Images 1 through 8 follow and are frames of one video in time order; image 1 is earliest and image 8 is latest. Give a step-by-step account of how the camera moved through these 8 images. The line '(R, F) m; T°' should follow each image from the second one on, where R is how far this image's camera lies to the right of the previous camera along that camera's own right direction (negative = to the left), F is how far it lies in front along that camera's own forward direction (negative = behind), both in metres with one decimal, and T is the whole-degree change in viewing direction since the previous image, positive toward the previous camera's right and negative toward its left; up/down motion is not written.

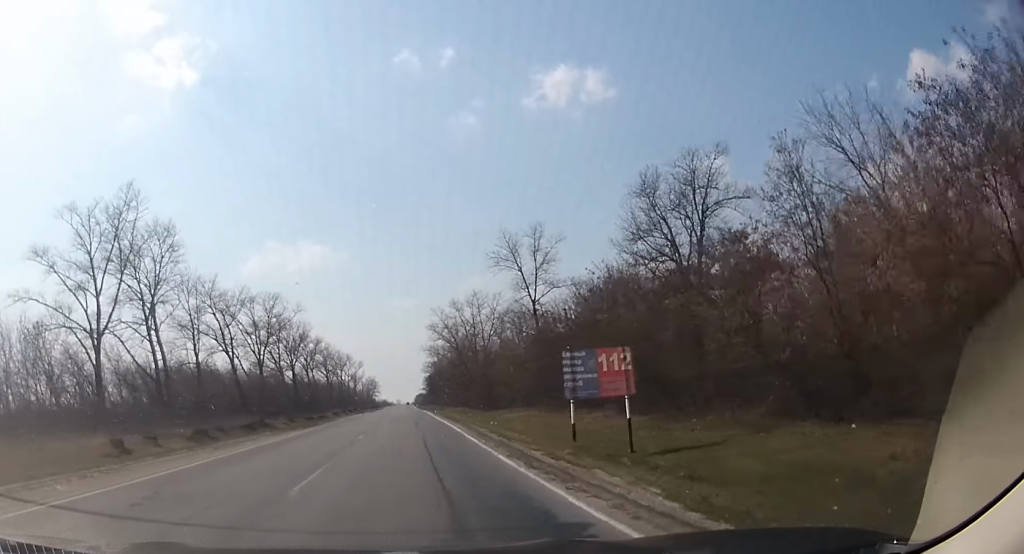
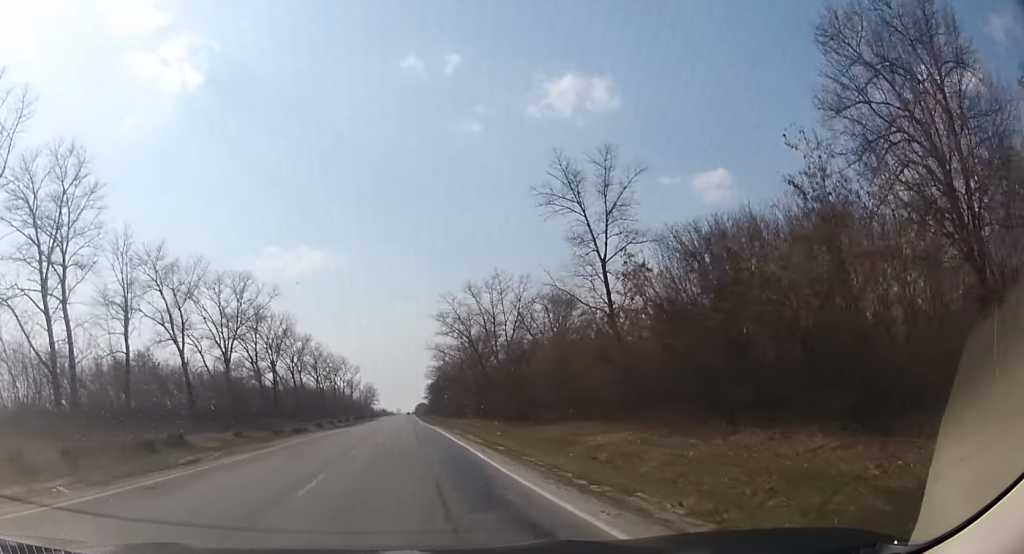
(0.0, +24.7) m; 0°
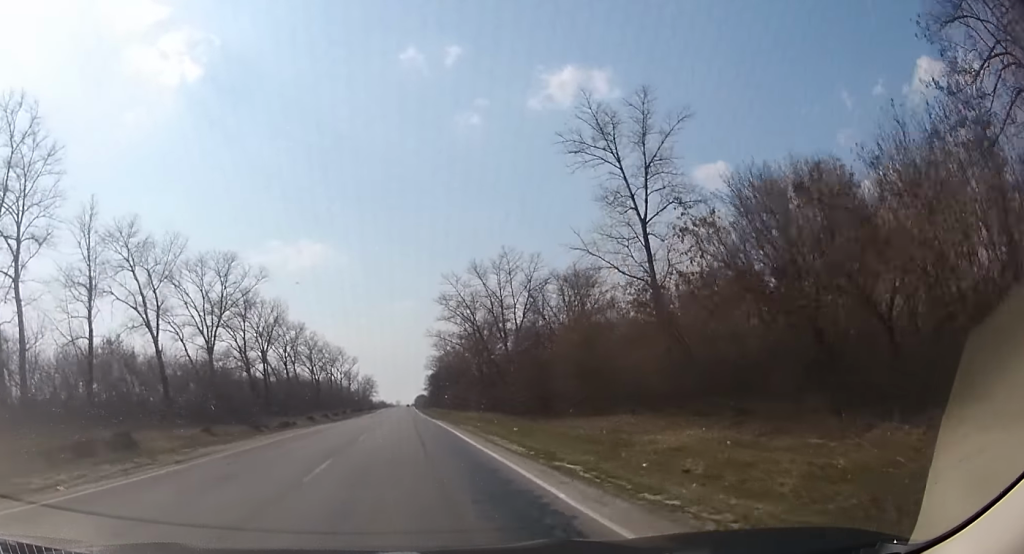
(0.0, +8.6) m; 0°
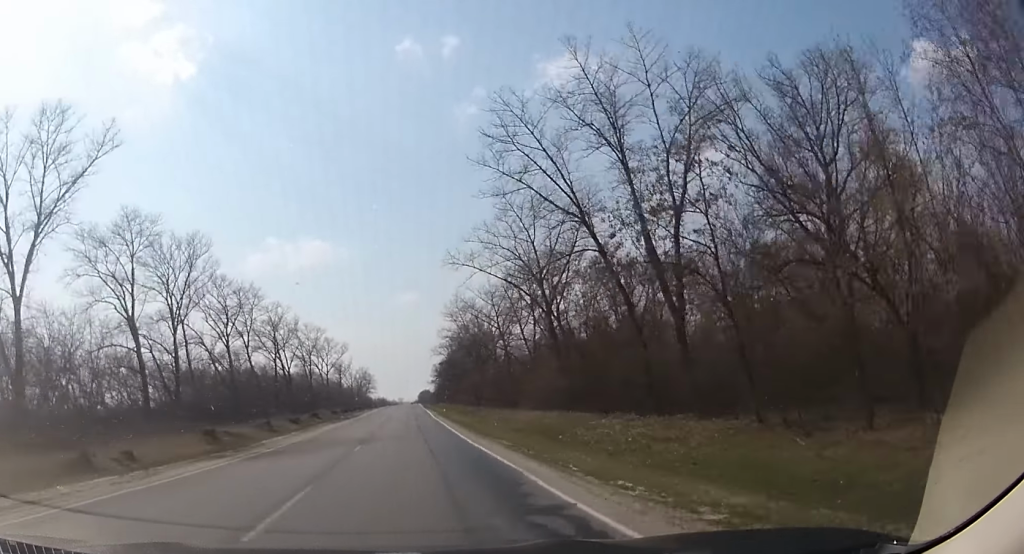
(-0.1, +51.1) m; 0°
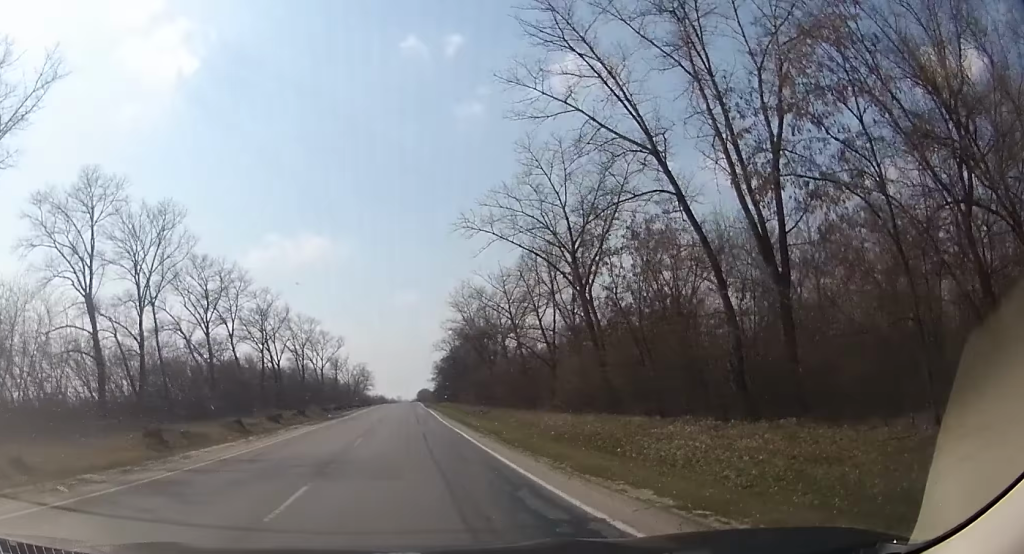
(0.0, +10.6) m; 0°
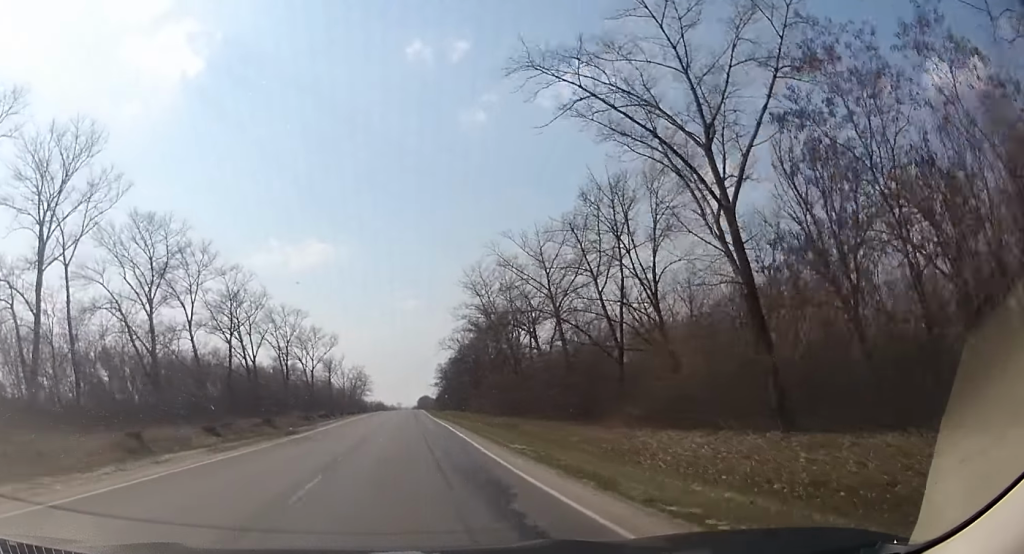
(+0.1, +21.7) m; 0°
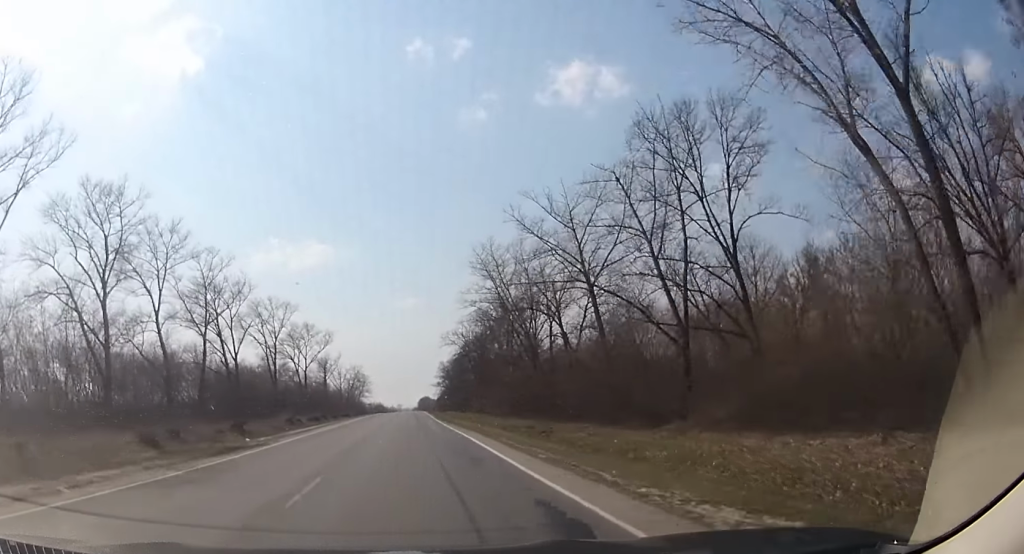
(0.0, +11.8) m; 0°
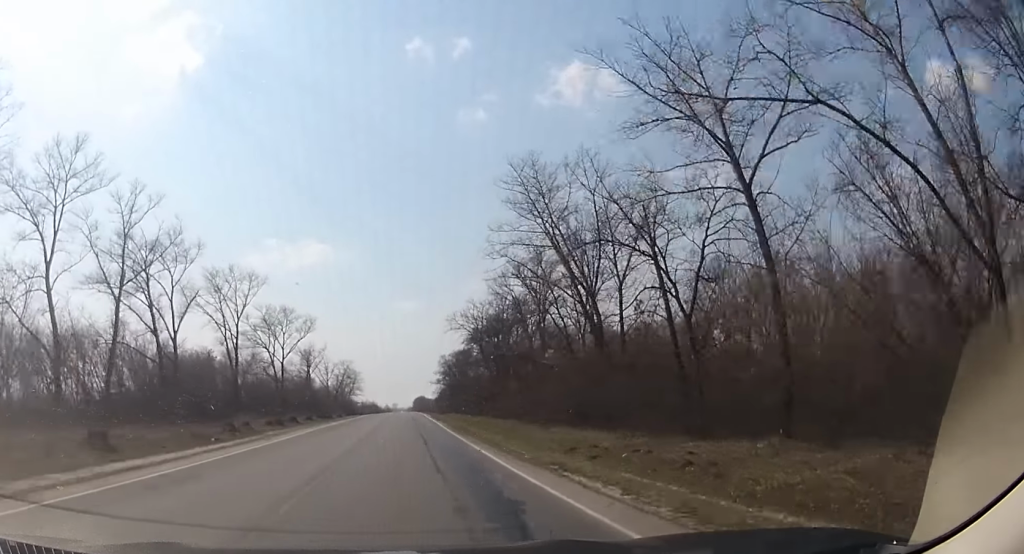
(0.0, +25.7) m; 0°
